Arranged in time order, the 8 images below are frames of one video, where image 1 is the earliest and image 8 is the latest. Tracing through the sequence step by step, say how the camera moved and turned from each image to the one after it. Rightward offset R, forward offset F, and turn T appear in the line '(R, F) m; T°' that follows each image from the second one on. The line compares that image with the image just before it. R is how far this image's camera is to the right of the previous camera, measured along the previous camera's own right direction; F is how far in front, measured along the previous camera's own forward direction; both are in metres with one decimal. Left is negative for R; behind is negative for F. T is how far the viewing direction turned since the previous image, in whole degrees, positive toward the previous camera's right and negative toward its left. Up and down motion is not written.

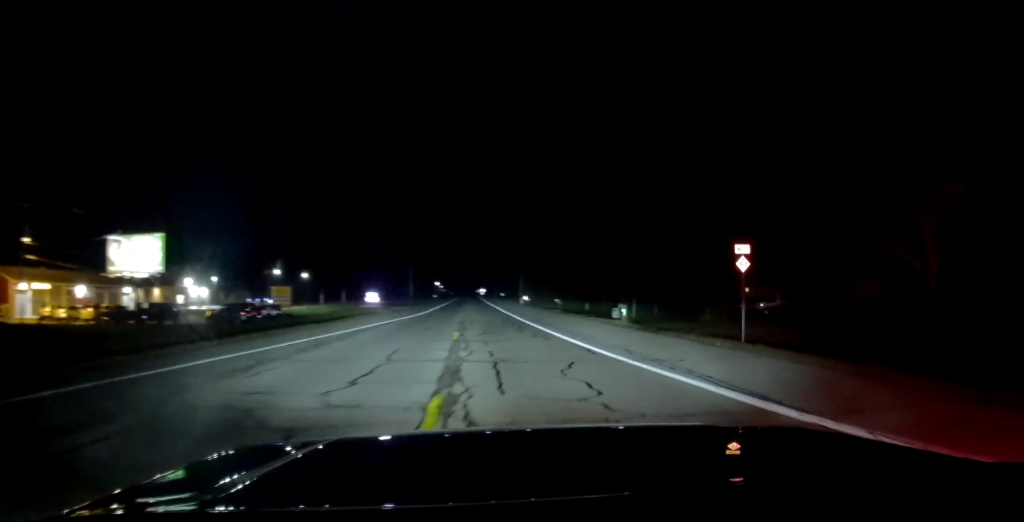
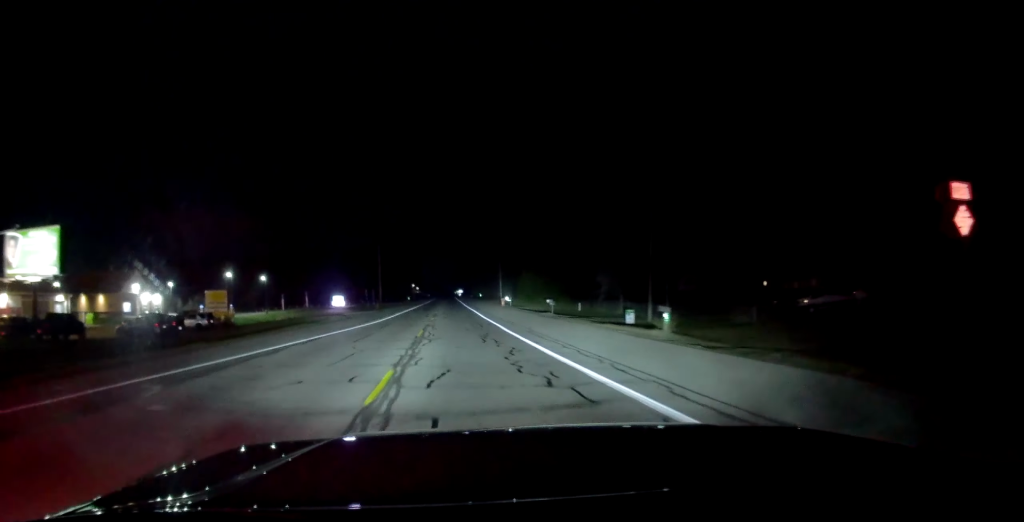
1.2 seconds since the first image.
(+0.7, +10.3) m; -2°
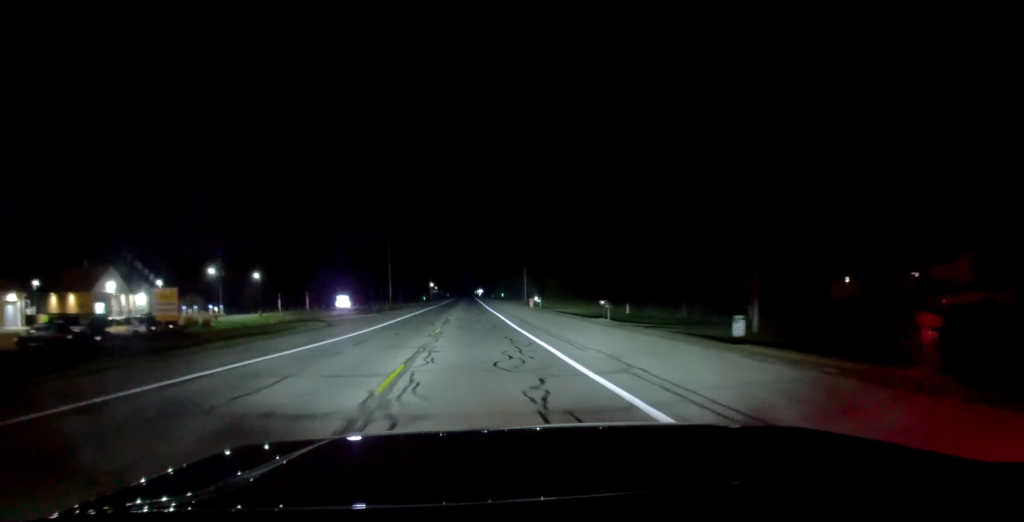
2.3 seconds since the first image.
(-1.0, +12.3) m; -2°
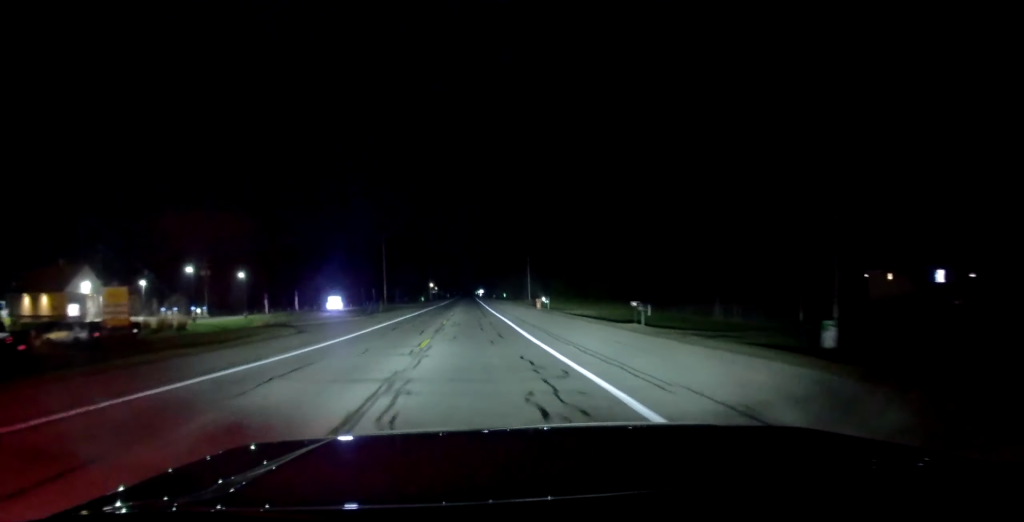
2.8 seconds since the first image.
(+0.1, +6.5) m; +2°
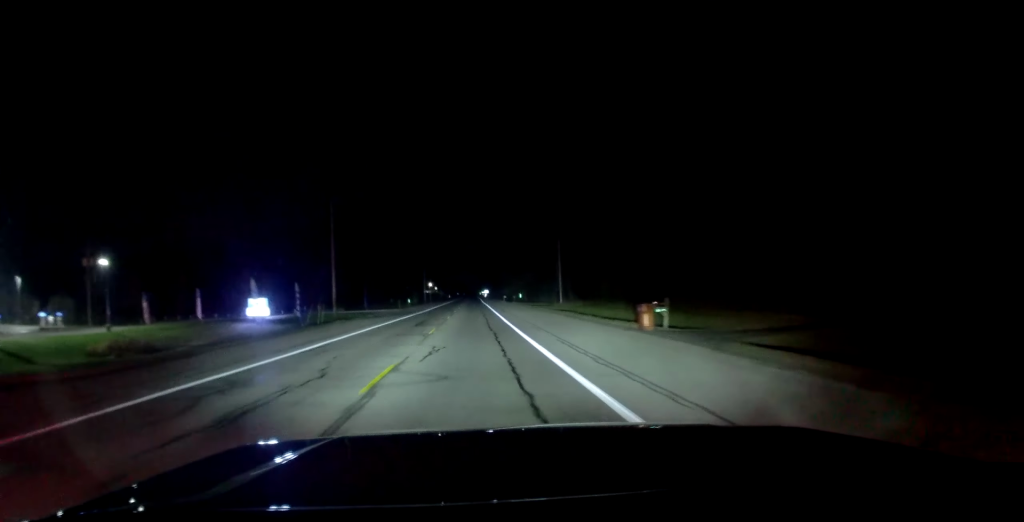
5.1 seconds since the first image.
(+0.1, +36.2) m; -2°
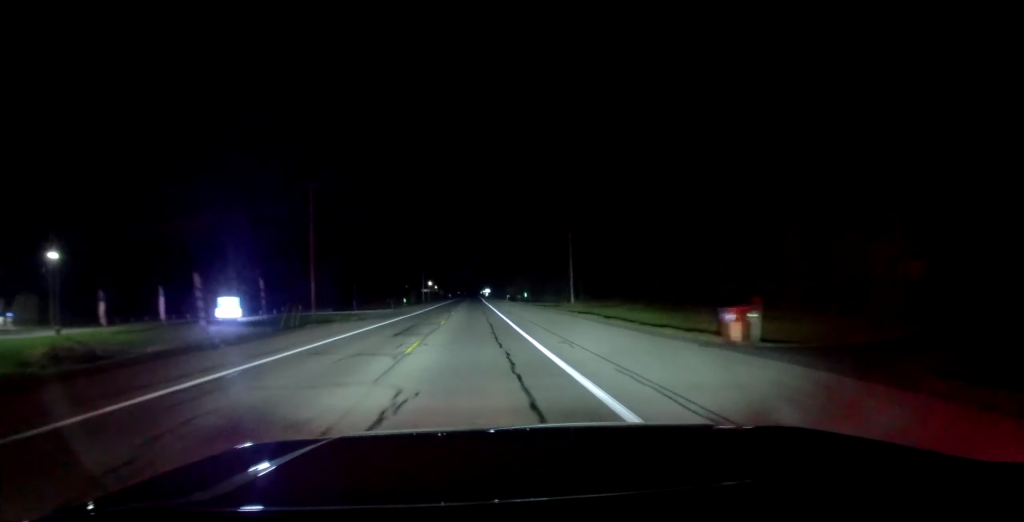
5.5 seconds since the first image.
(0.0, +8.4) m; 0°
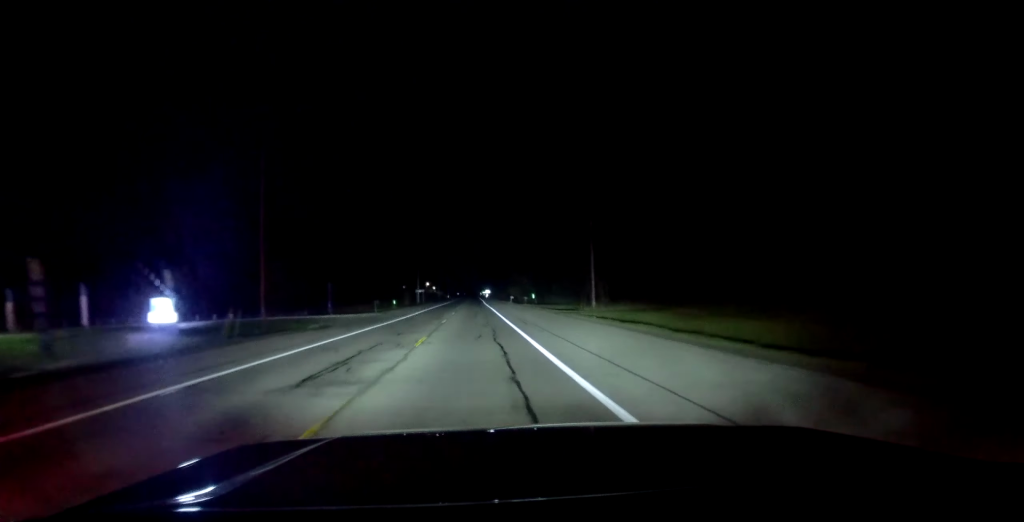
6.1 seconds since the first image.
(0.0, +12.4) m; 0°
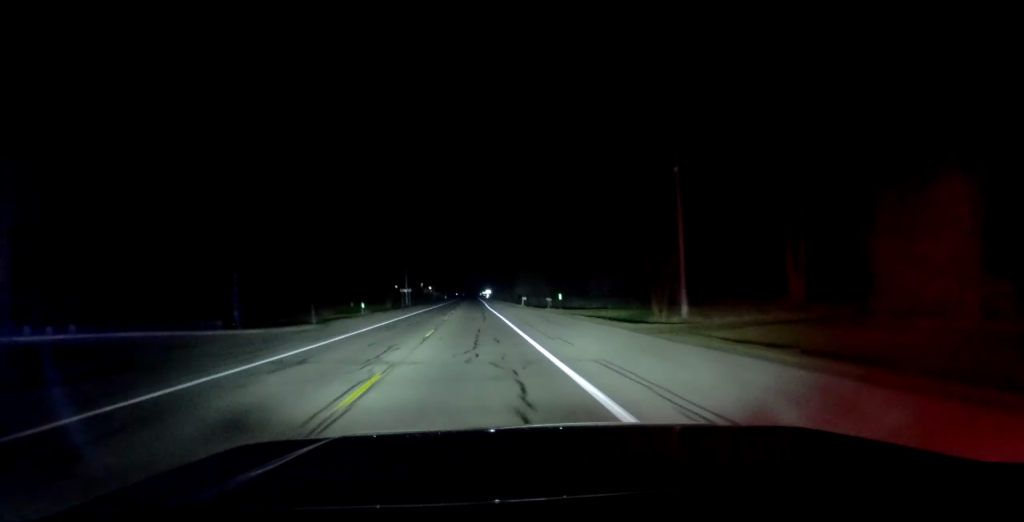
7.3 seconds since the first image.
(0.0, +25.0) m; 0°
